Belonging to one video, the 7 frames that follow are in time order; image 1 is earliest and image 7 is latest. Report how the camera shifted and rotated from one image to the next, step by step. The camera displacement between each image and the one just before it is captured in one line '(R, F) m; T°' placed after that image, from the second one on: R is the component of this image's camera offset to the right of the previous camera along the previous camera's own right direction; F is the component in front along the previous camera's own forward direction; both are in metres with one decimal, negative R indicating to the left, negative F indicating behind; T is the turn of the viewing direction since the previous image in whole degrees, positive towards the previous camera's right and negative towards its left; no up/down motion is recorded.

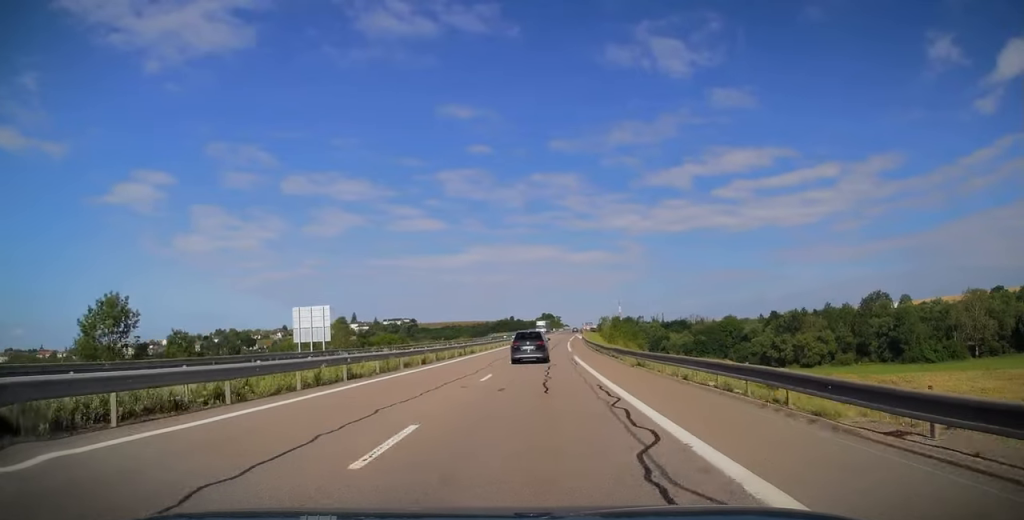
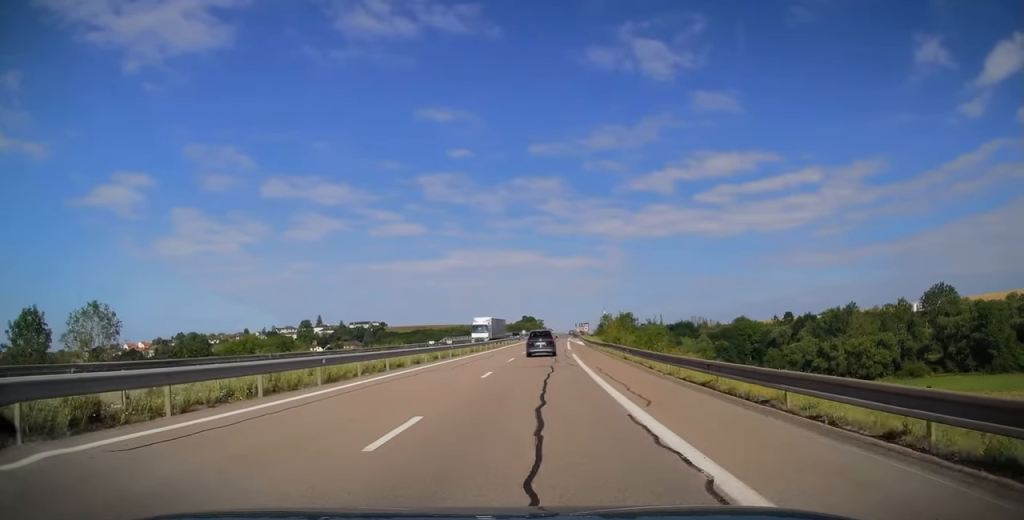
(+1.3, +50.1) m; +2°
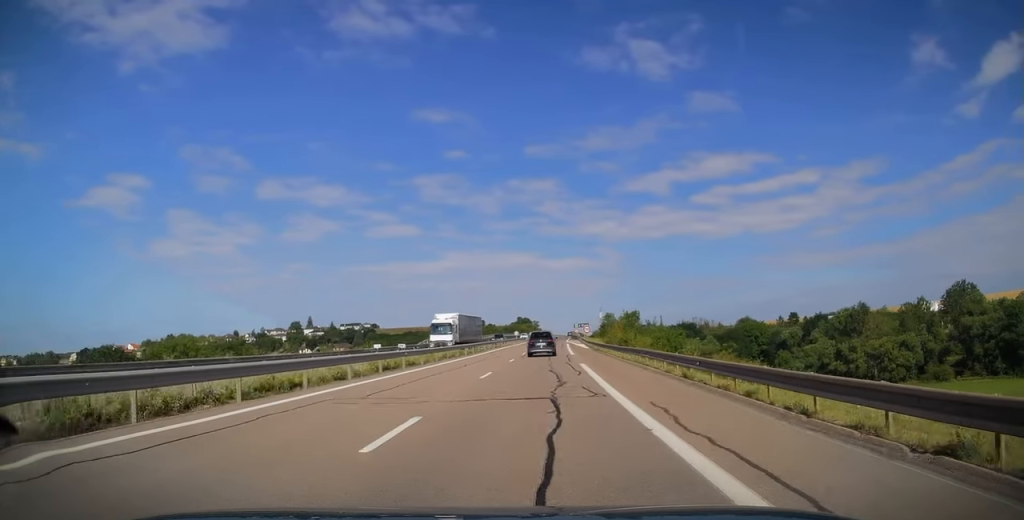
(-0.1, +13.1) m; 0°
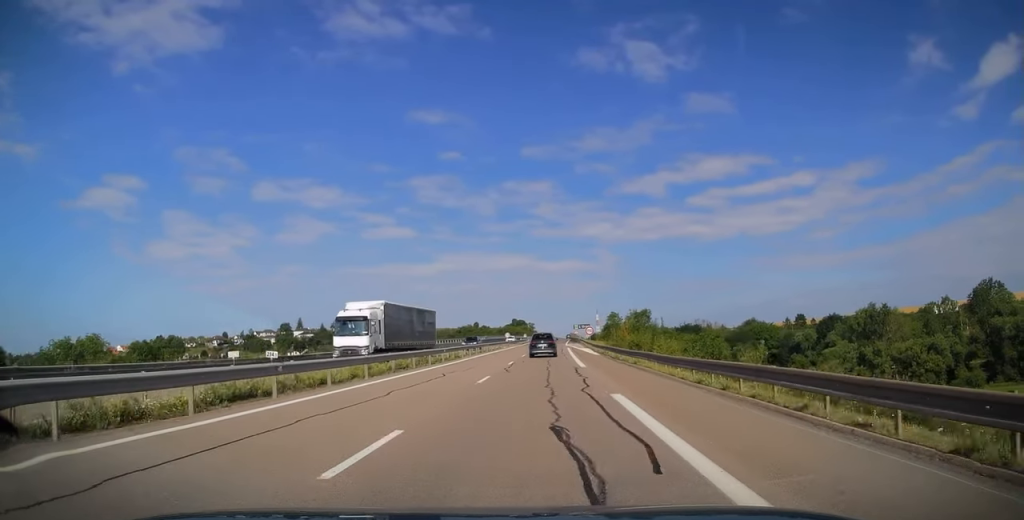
(-0.3, +14.1) m; +1°
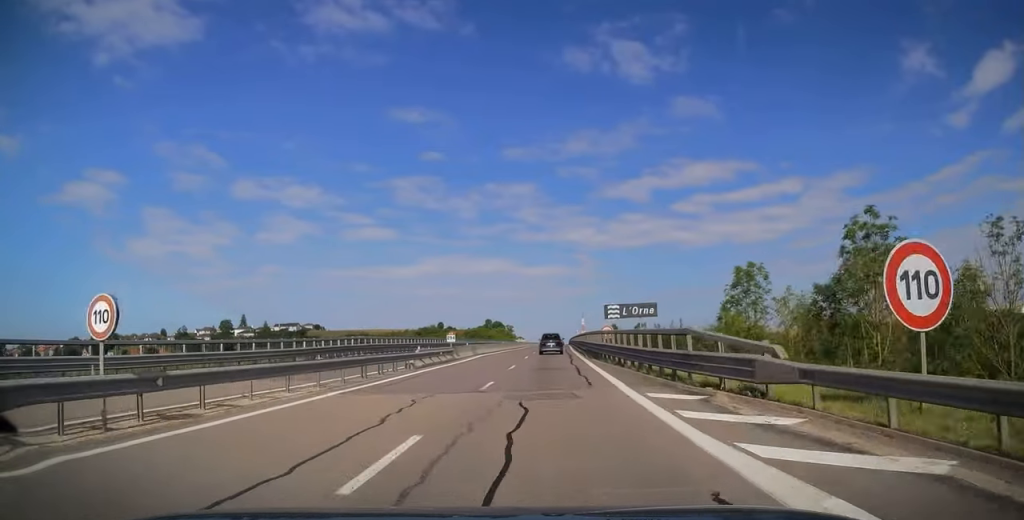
(+2.8, +78.0) m; +2°
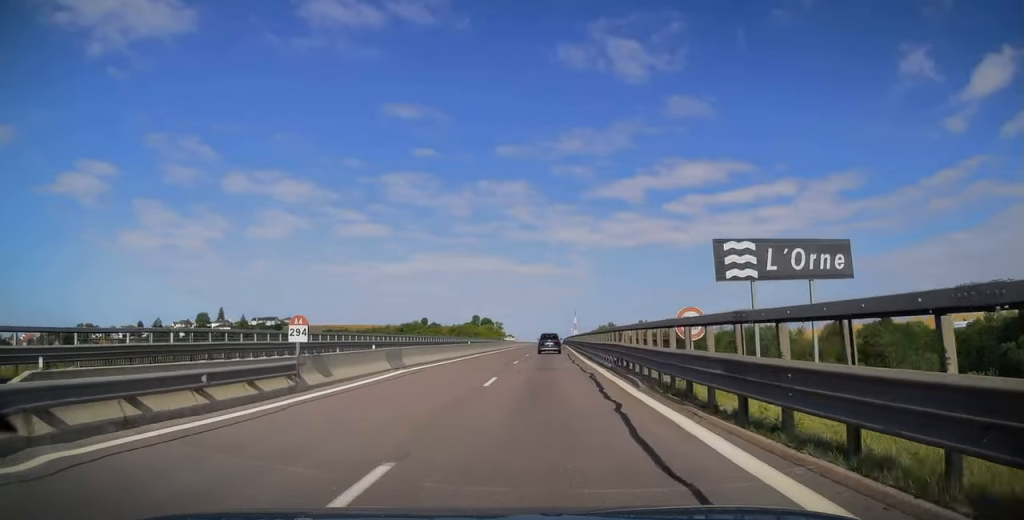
(0.0, +23.1) m; 0°
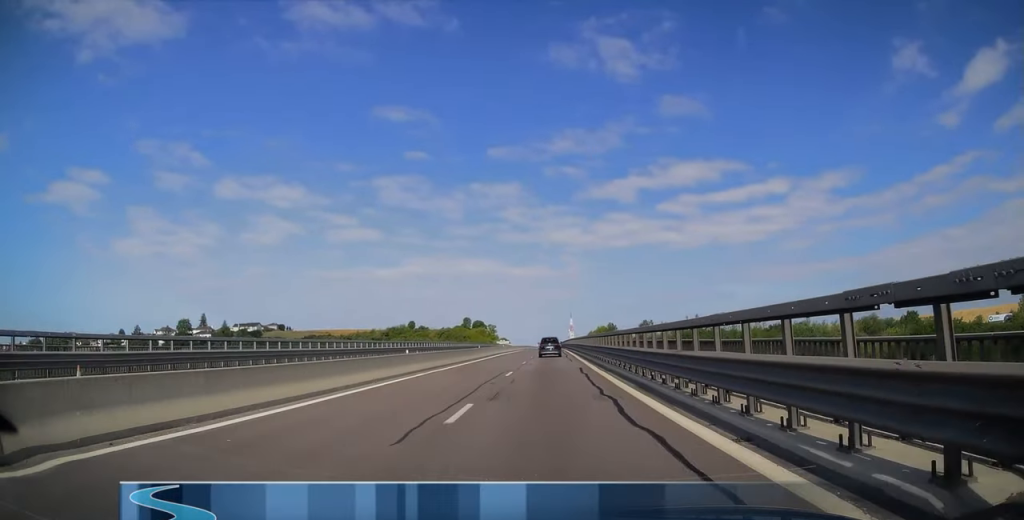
(0.0, +19.7) m; 0°
